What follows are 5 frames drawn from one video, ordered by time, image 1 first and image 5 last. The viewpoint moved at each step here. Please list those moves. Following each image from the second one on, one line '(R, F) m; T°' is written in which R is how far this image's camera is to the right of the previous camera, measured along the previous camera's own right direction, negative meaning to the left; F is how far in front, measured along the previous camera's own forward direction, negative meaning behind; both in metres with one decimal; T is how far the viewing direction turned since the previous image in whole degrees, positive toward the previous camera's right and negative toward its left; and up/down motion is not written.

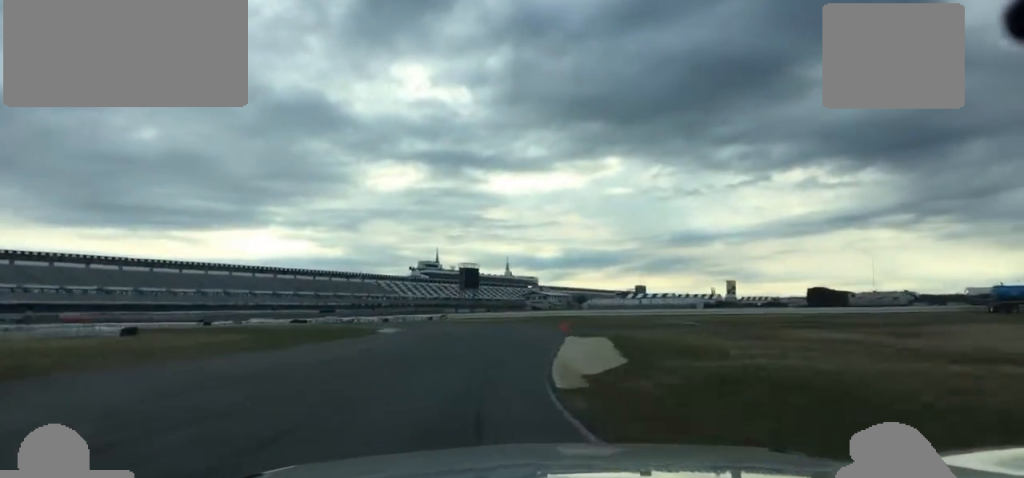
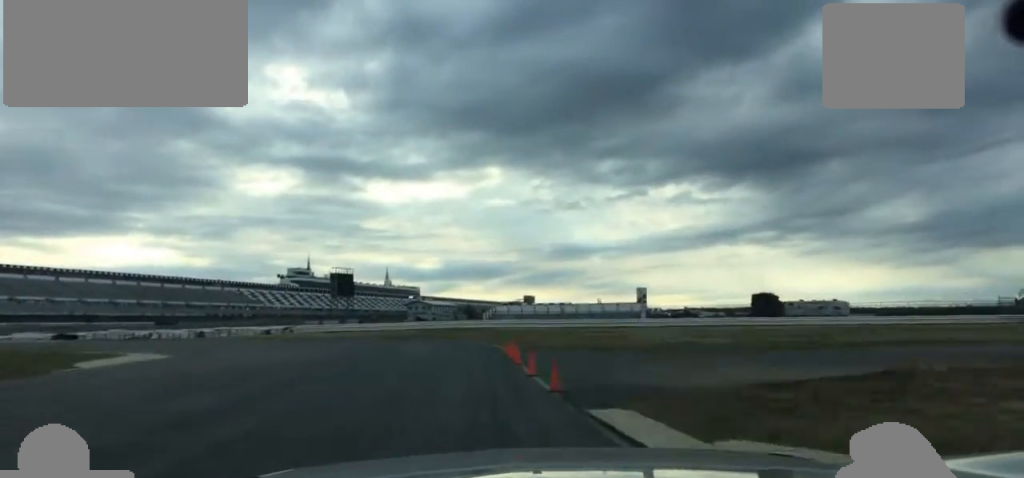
(+2.1, +32.3) m; +3°
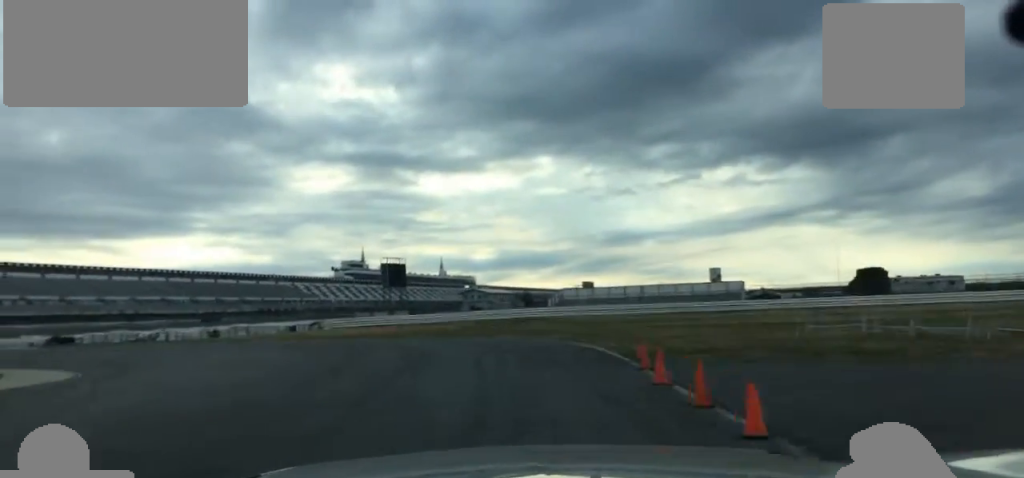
(-0.6, +14.3) m; -6°
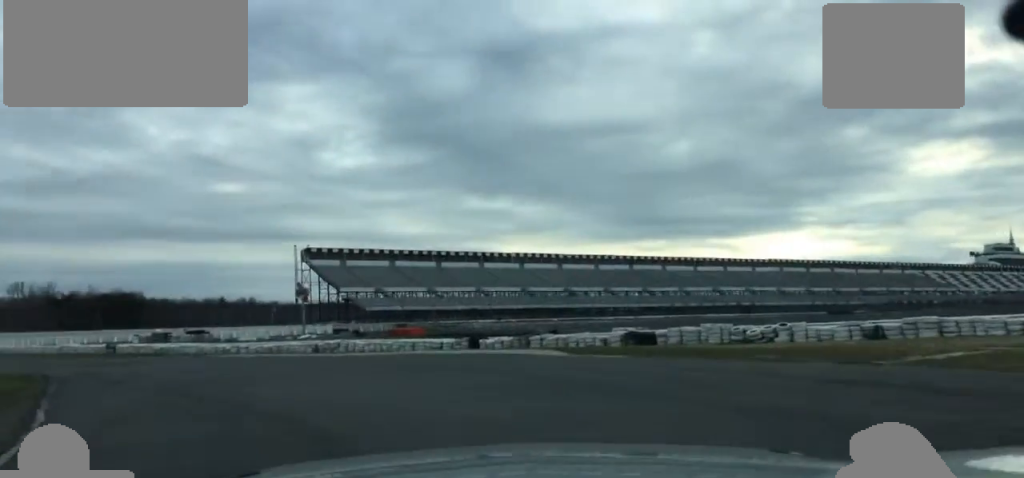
(-6.9, +32.3) m; -32°
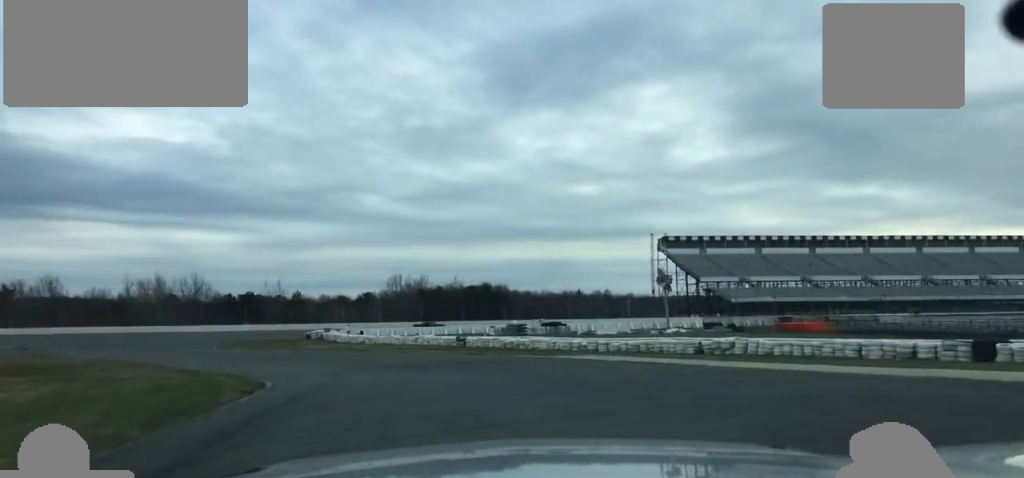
(-5.3, +20.7) m; -23°
